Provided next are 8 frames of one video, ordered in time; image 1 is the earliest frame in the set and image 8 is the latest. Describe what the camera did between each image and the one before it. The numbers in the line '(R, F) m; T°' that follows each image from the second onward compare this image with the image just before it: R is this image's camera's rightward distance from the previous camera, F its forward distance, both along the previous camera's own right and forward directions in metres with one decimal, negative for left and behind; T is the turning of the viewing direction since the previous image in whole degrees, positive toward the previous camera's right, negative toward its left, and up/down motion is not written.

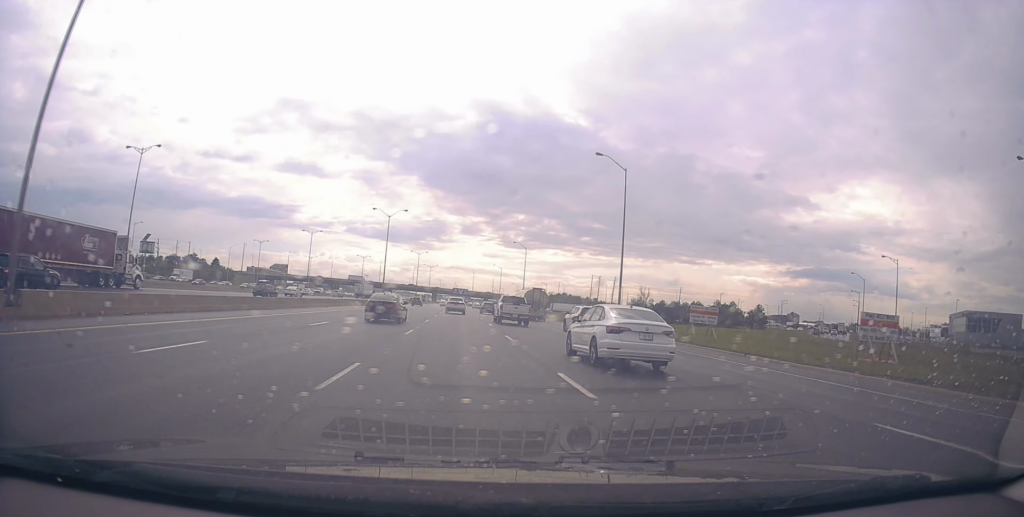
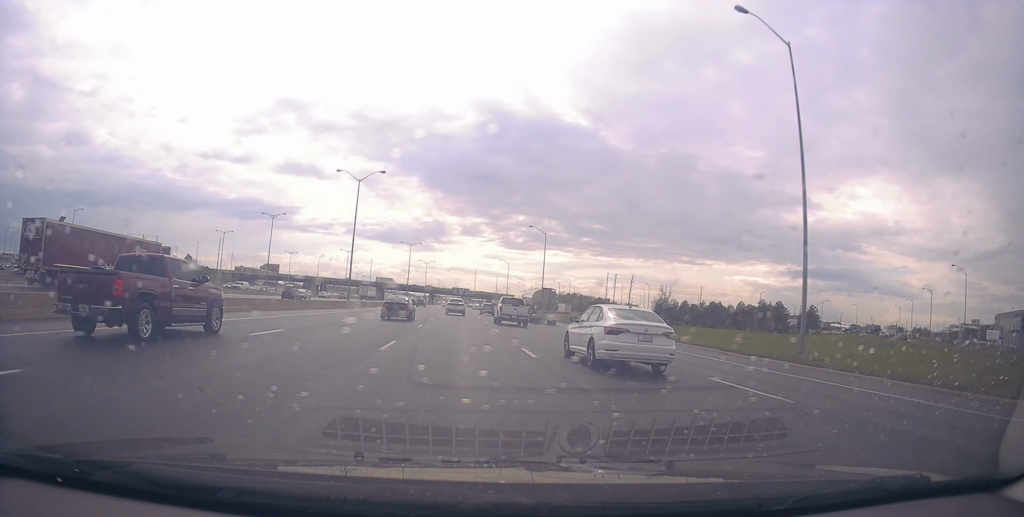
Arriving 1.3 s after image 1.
(-0.1, +29.8) m; -1°
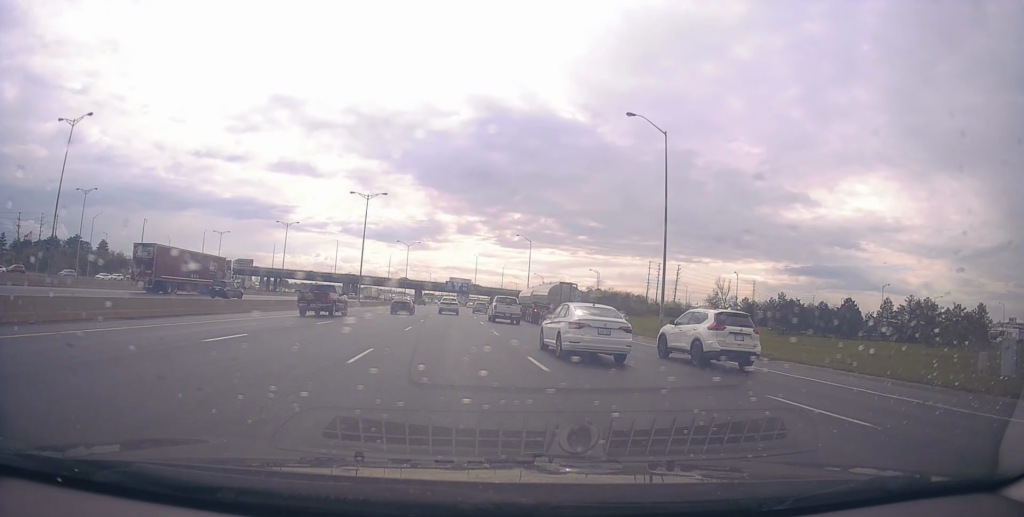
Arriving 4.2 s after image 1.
(+1.9, +64.0) m; +2°
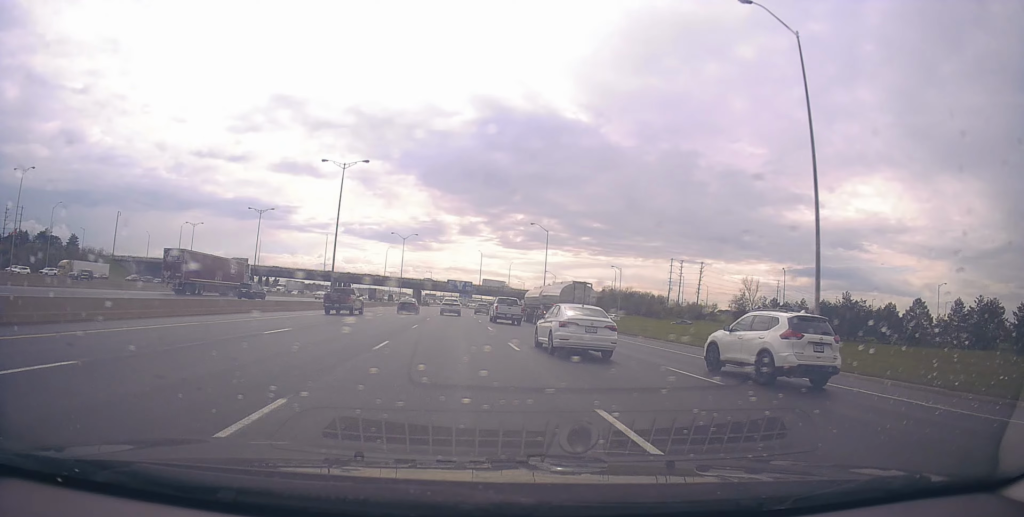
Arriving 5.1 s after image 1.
(-0.8, +19.0) m; -2°
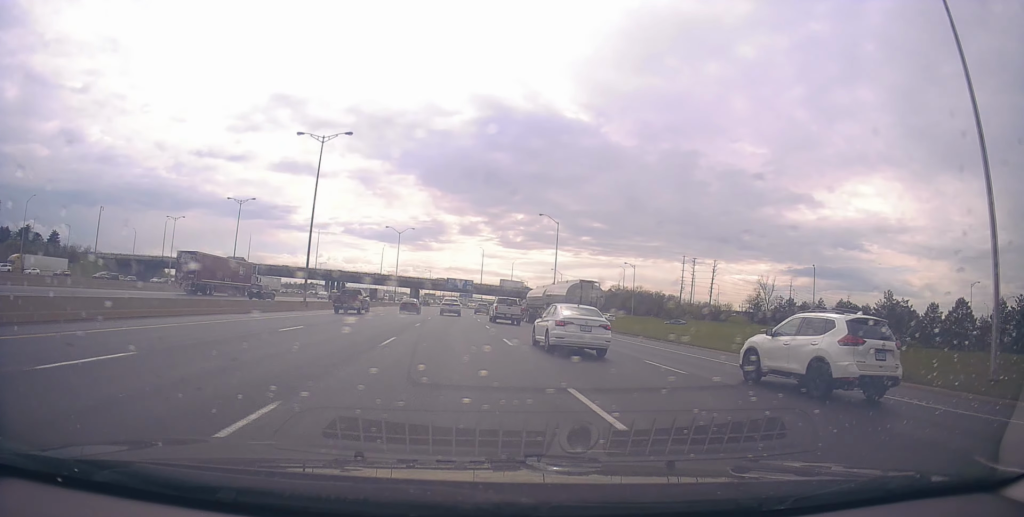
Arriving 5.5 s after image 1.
(+0.1, +9.8) m; 0°
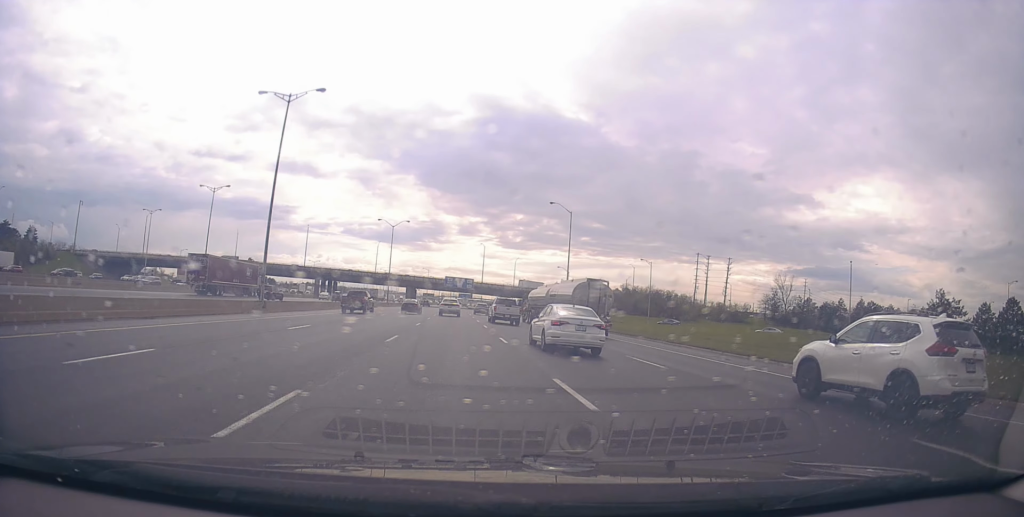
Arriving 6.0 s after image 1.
(+0.1, +10.9) m; 0°
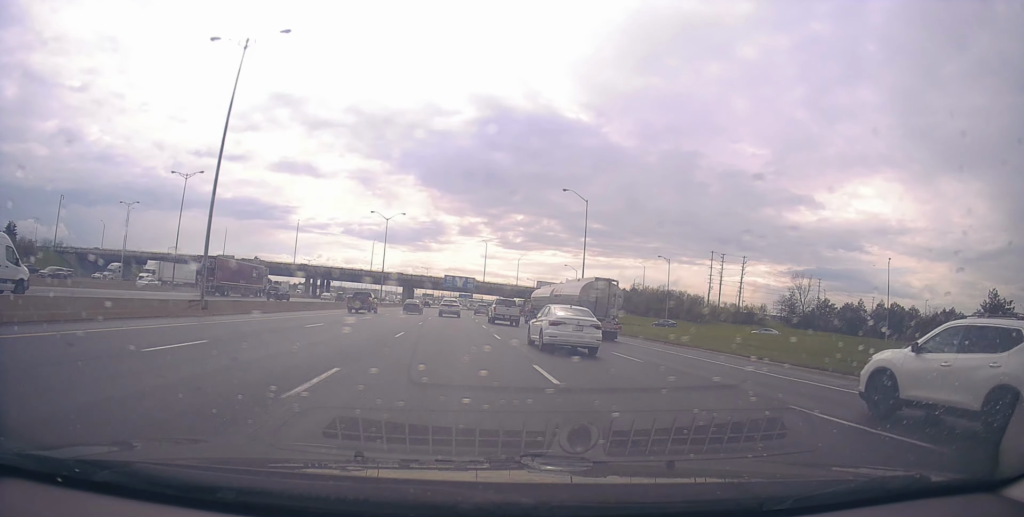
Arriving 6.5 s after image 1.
(0.0, +9.9) m; 0°
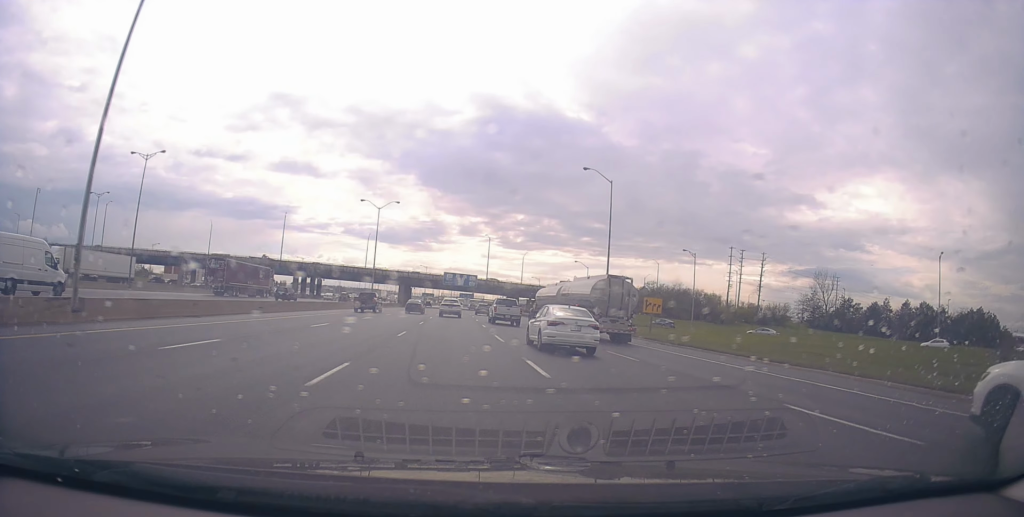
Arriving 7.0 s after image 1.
(-0.1, +11.0) m; 0°
